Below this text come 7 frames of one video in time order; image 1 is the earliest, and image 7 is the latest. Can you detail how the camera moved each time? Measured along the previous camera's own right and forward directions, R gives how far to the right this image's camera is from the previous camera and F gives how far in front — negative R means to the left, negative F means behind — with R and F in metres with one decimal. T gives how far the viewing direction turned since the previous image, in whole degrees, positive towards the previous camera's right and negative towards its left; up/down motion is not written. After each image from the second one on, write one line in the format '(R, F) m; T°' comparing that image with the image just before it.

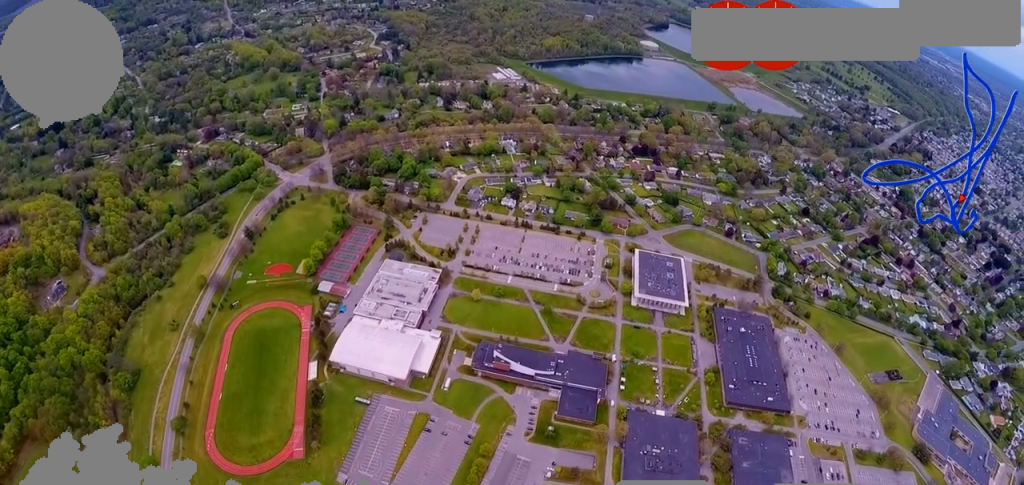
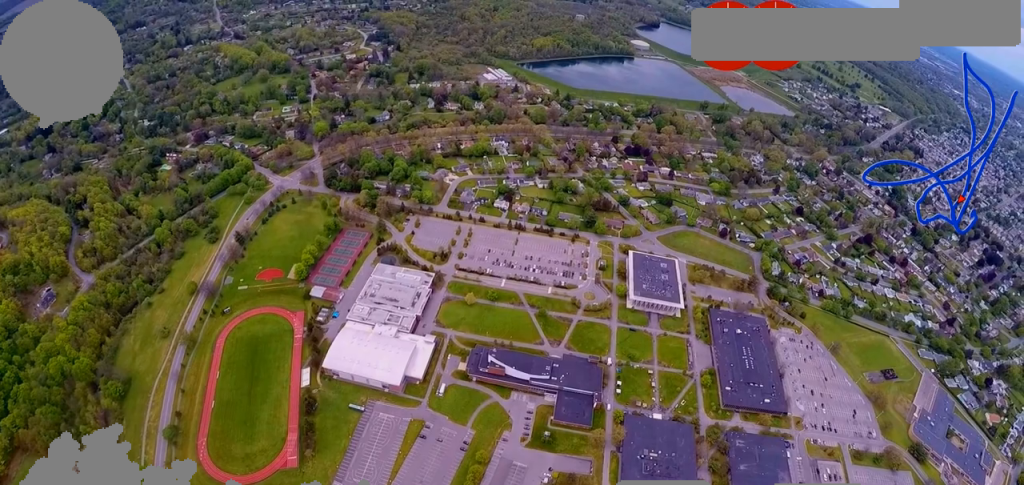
(+0.1, +5.2) m; +1°
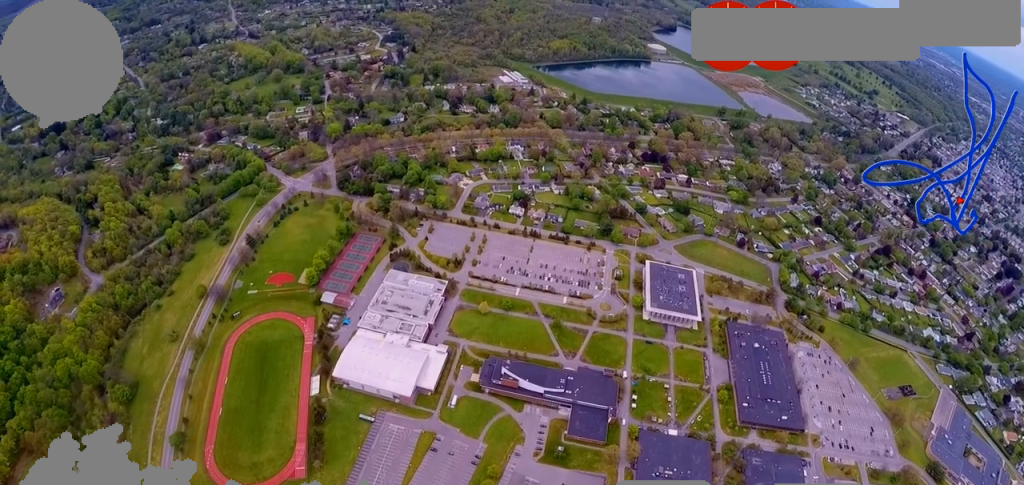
(0.0, +11.4) m; -2°
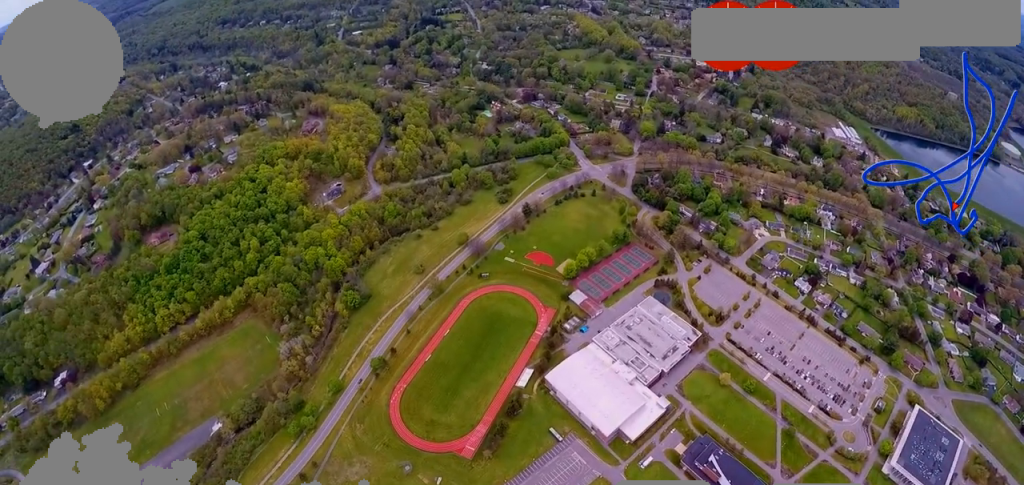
(-6.2, +37.6) m; -21°
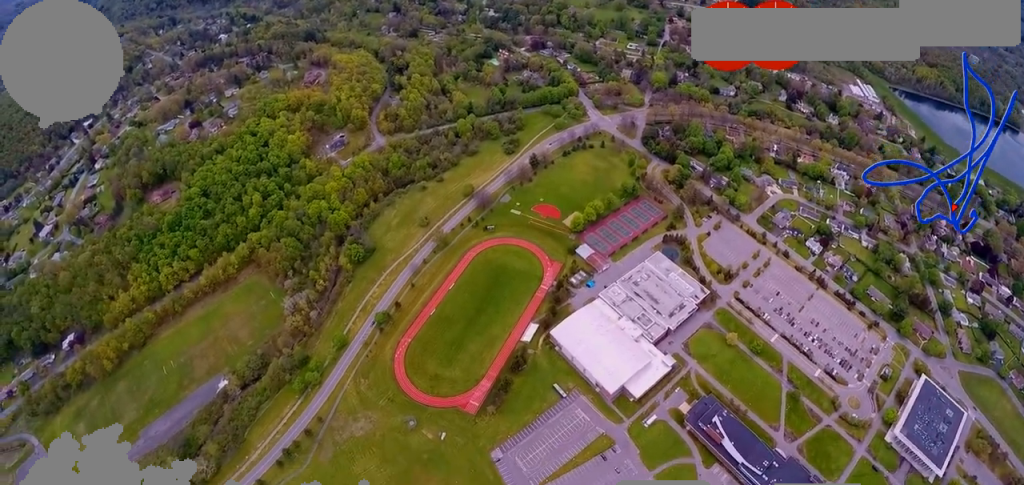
(-1.0, +8.0) m; -6°
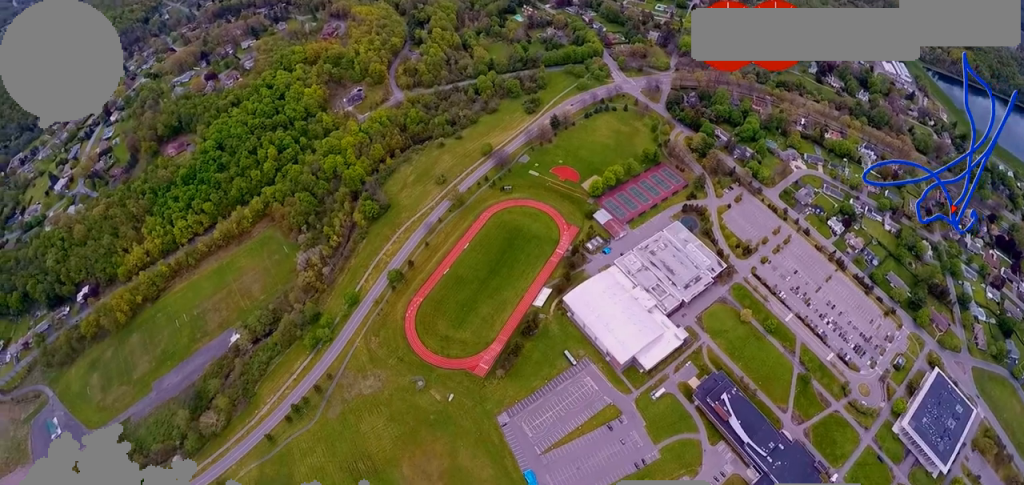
(-0.2, +6.1) m; -4°
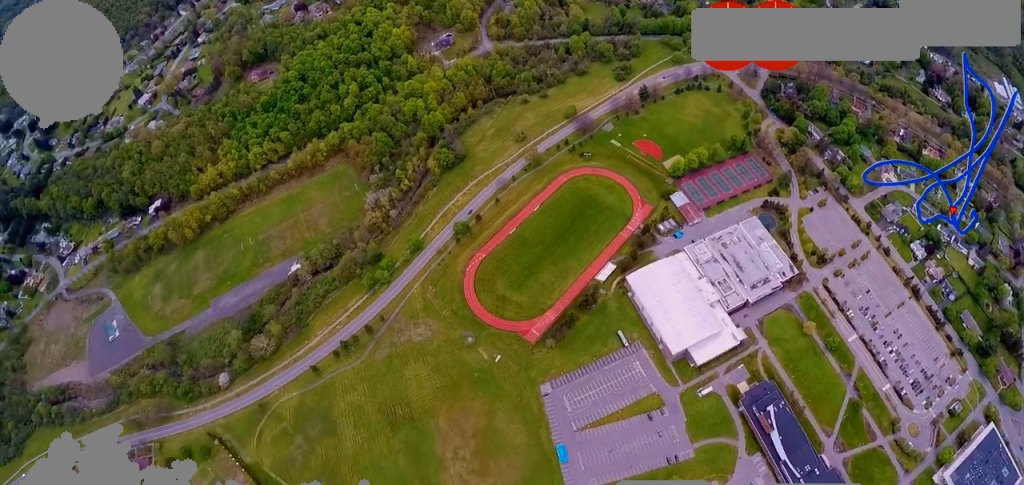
(+0.1, +8.4) m; -6°
